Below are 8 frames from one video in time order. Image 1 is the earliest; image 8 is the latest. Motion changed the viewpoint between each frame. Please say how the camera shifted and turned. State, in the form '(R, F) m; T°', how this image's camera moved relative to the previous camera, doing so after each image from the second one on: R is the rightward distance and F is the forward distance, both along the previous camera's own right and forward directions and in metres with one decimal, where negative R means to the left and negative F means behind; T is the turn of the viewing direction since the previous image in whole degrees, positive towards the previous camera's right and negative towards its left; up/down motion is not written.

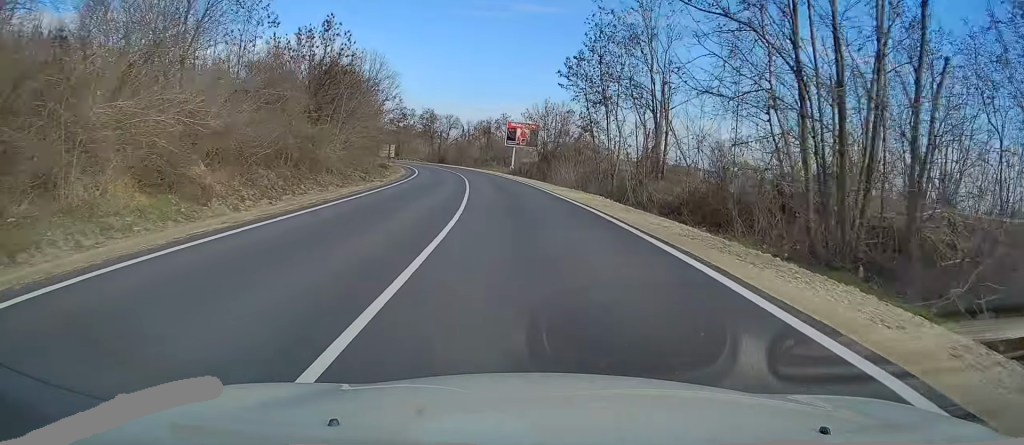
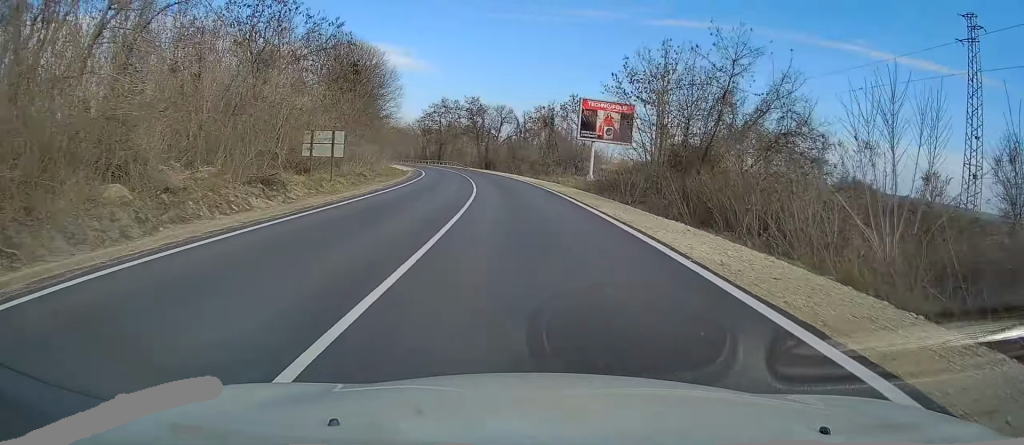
(-1.5, +33.7) m; -5°
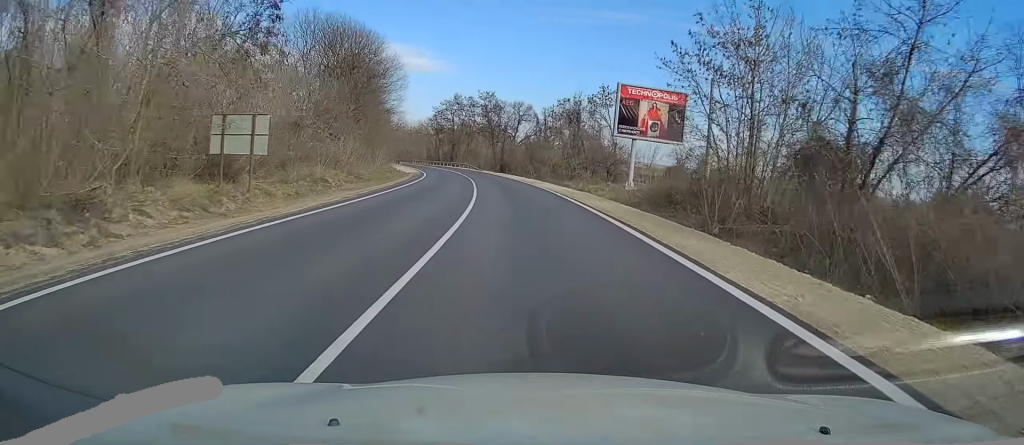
(-0.1, +10.6) m; -1°
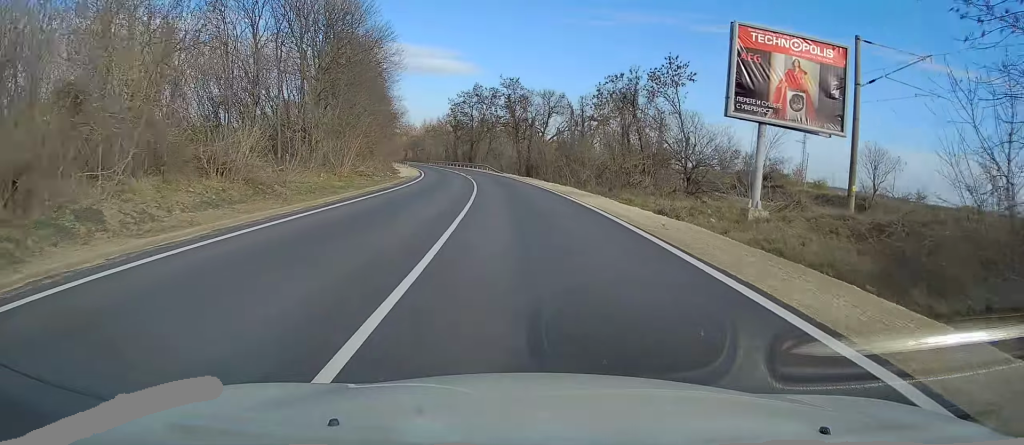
(+0.2, +17.3) m; -2°
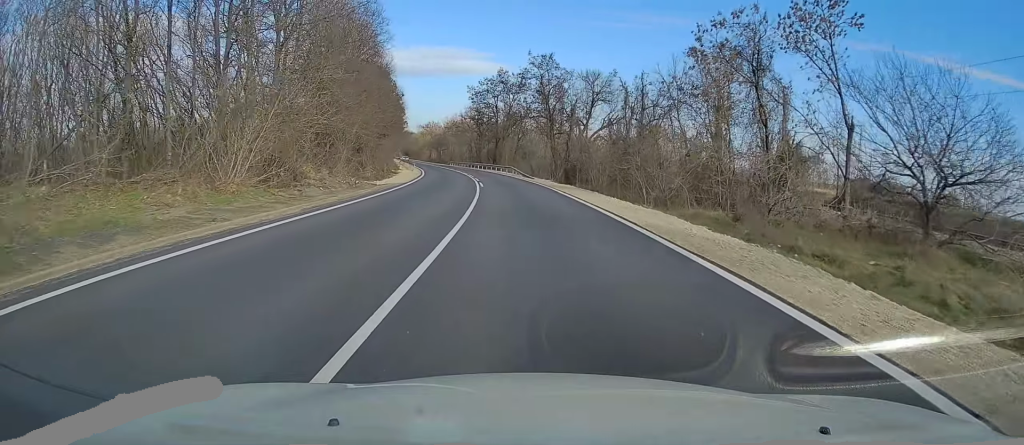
(-0.9, +18.3) m; -2°
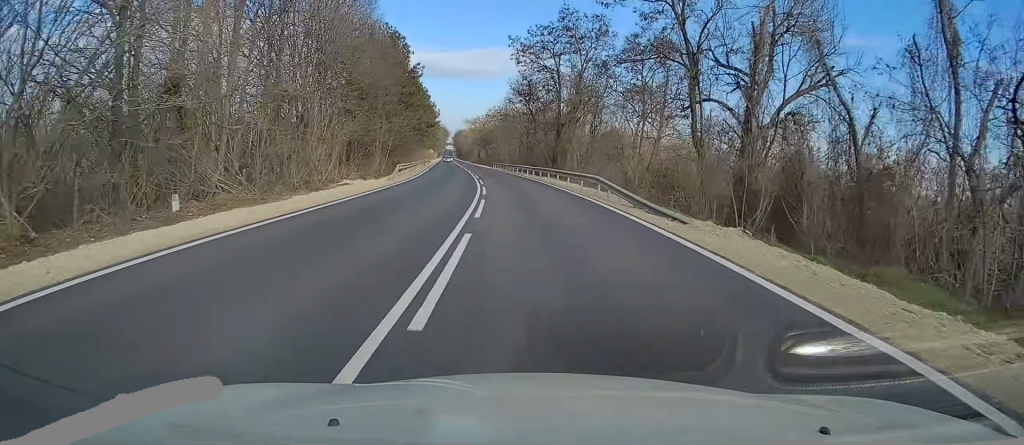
(-1.0, +36.2) m; -5°
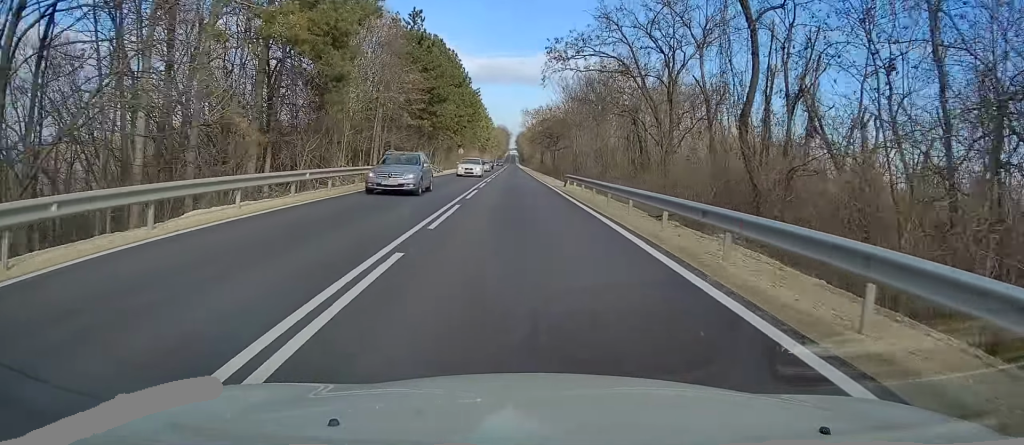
(-3.8, +56.6) m; -6°
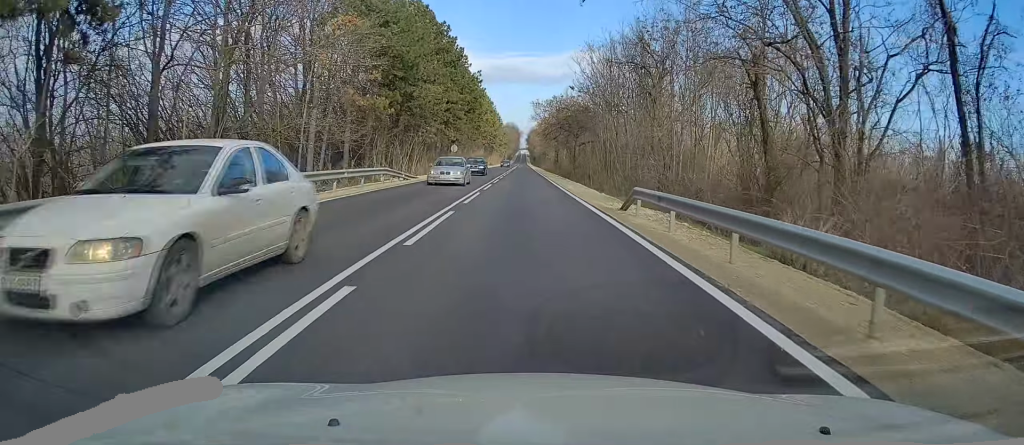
(-0.4, +20.1) m; -1°
